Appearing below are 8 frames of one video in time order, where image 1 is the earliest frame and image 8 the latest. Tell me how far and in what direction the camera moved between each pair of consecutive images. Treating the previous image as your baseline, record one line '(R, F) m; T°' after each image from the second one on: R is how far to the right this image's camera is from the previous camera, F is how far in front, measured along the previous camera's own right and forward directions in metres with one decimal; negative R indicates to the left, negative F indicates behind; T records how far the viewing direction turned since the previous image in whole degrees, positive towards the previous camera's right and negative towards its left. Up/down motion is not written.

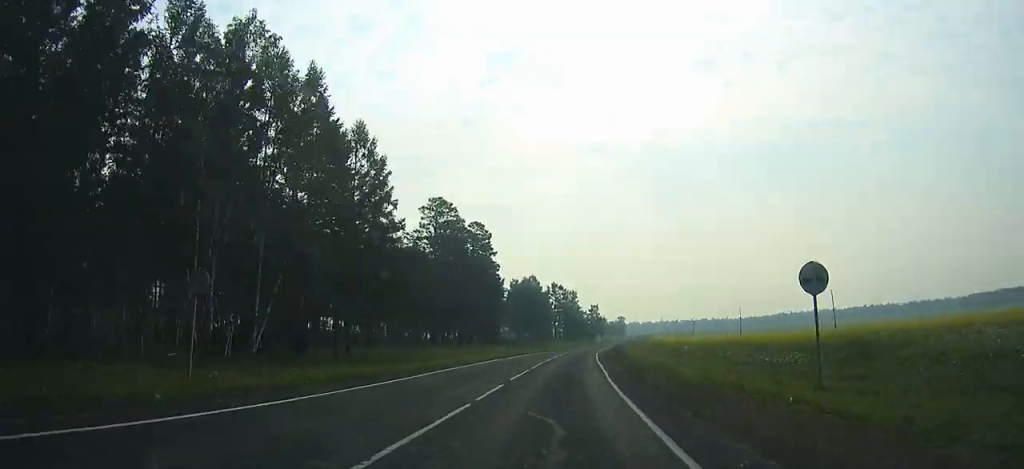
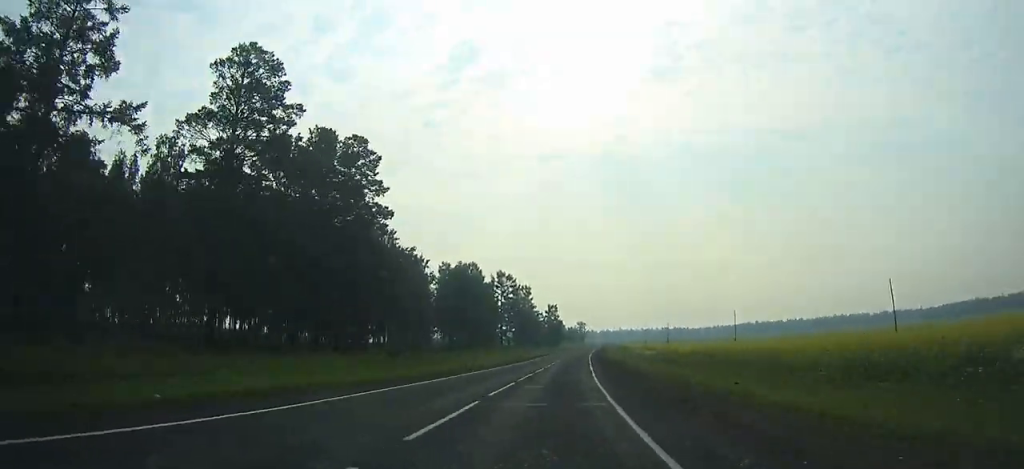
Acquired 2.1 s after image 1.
(-1.5, +51.3) m; +5°
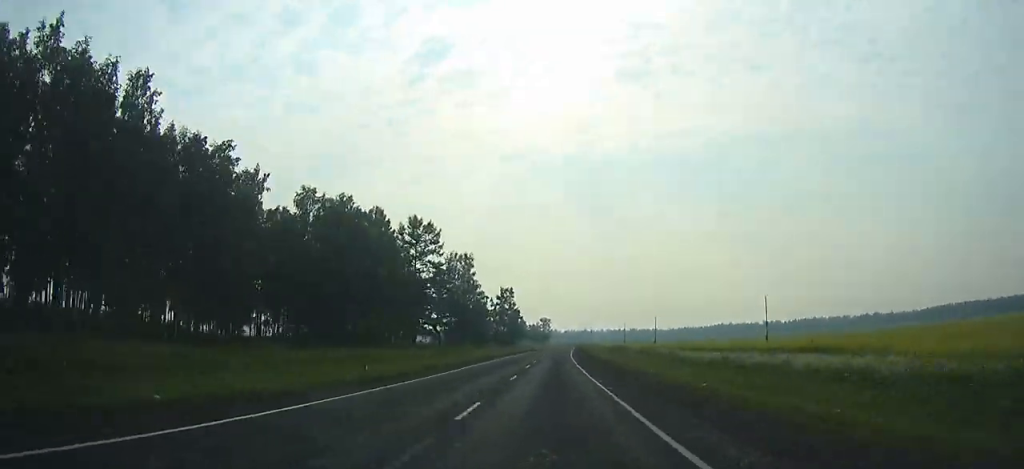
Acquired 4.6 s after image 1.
(+17.3, +64.7) m; +16°
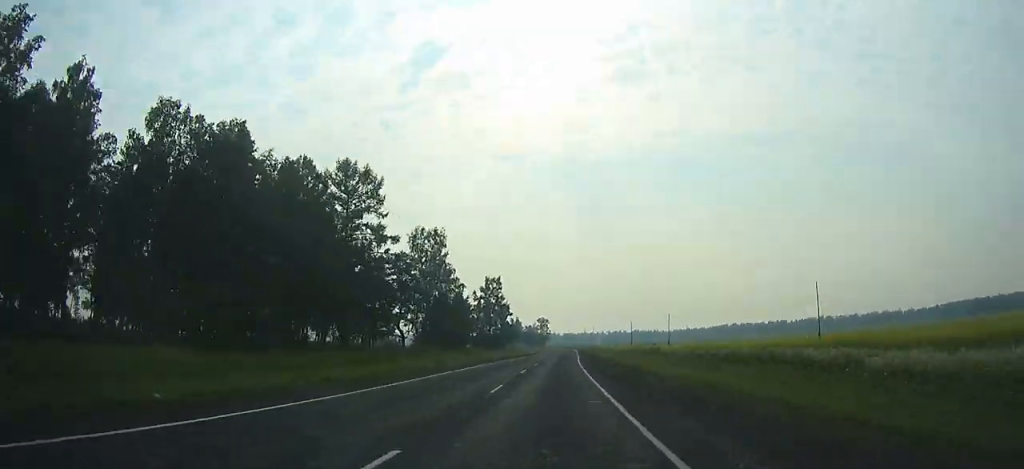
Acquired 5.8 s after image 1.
(+0.7, +30.6) m; +1°
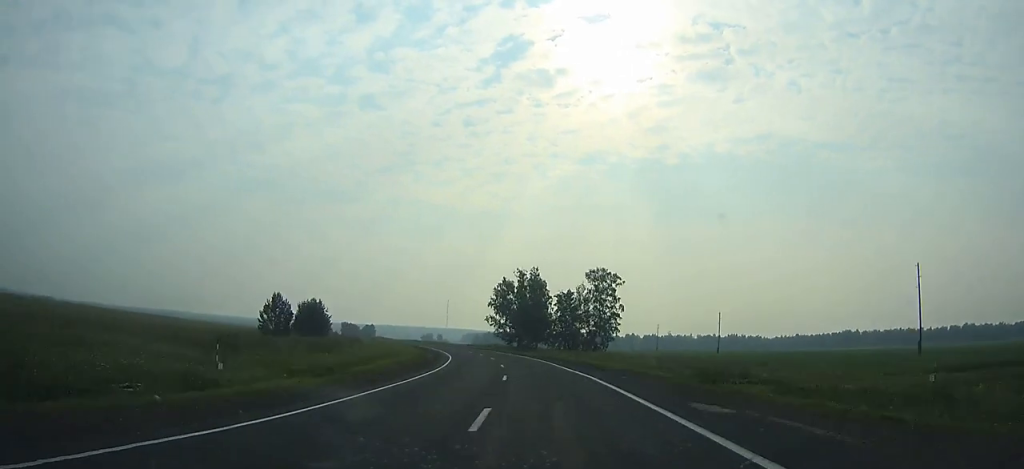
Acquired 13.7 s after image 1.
(-1.2, +178.2) m; -9°
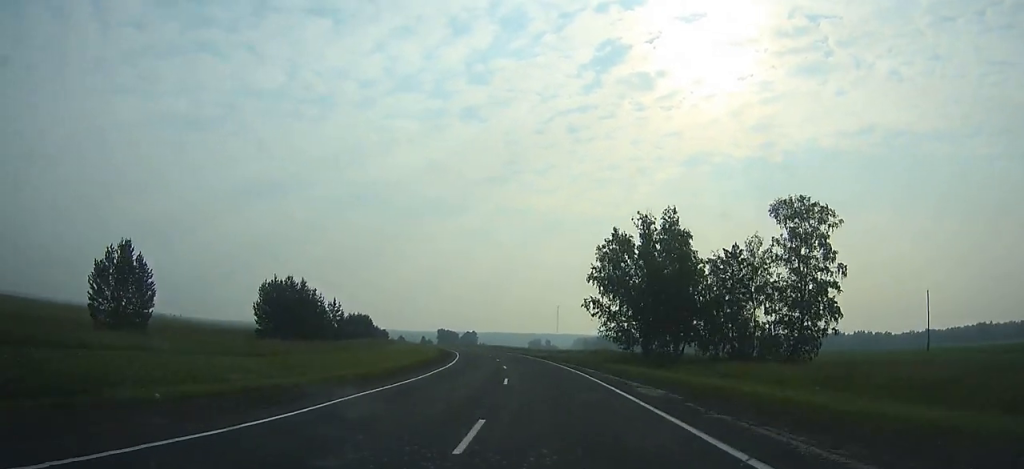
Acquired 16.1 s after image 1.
(-3.2, +48.4) m; -9°
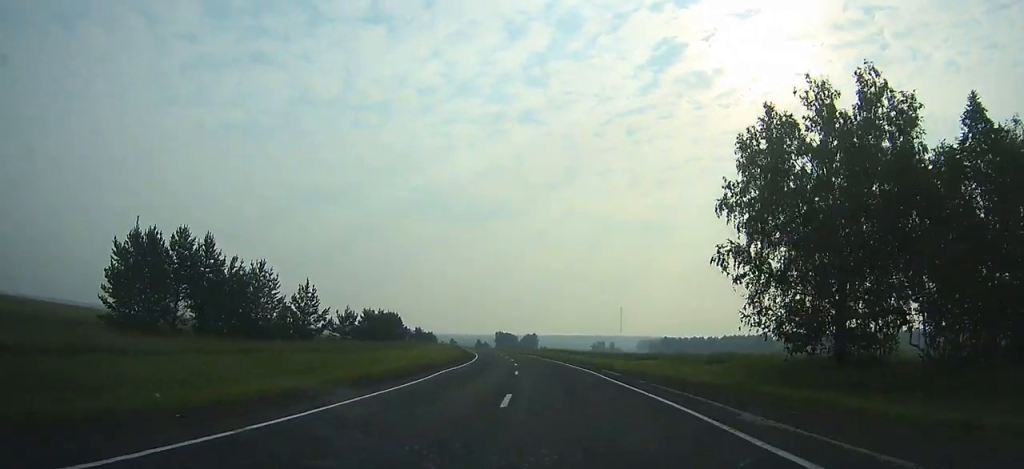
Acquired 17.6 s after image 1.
(-2.4, +31.8) m; -5°
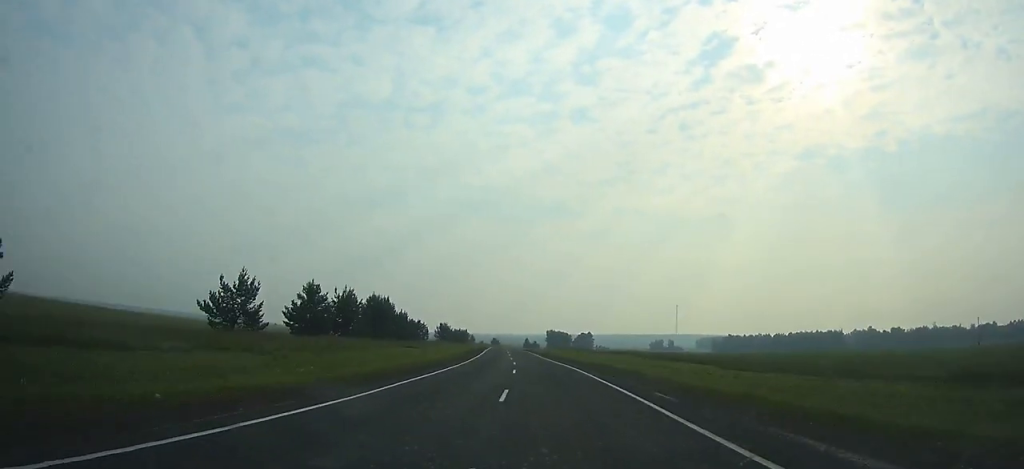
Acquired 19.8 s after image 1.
(-2.8, +46.8) m; -6°
